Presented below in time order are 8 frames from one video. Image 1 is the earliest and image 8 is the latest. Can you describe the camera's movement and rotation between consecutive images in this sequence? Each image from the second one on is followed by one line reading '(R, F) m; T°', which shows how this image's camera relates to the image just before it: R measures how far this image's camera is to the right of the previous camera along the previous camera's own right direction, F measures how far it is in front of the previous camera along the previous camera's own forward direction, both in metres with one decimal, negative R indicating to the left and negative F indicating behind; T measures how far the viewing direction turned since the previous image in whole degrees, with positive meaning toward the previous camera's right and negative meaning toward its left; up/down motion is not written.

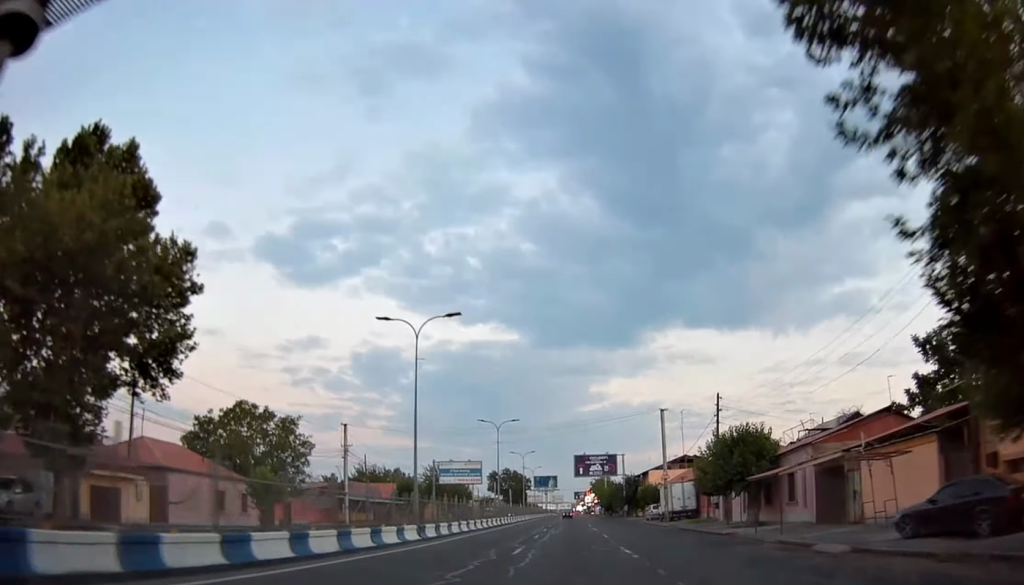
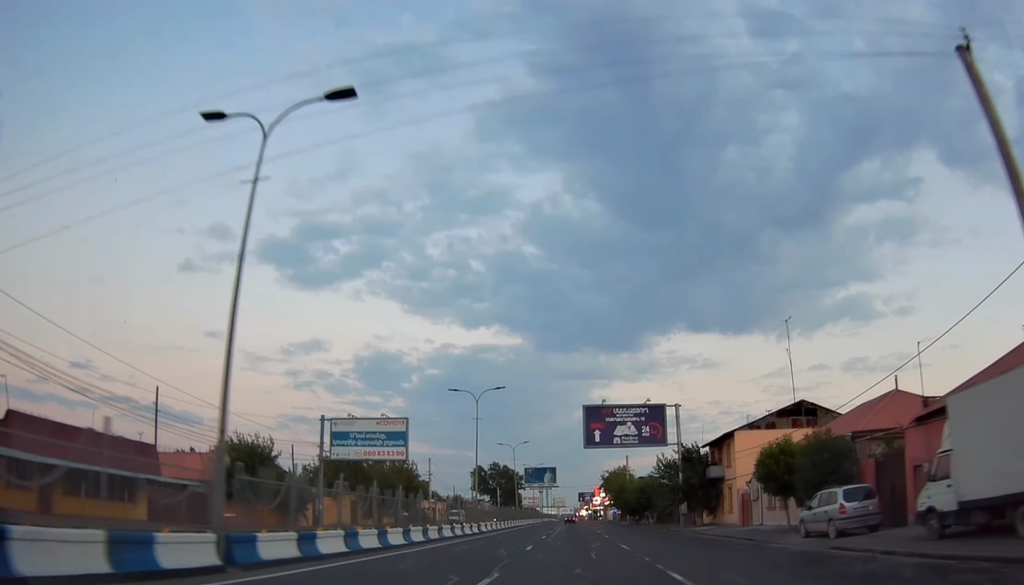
(-0.2, +47.9) m; -1°
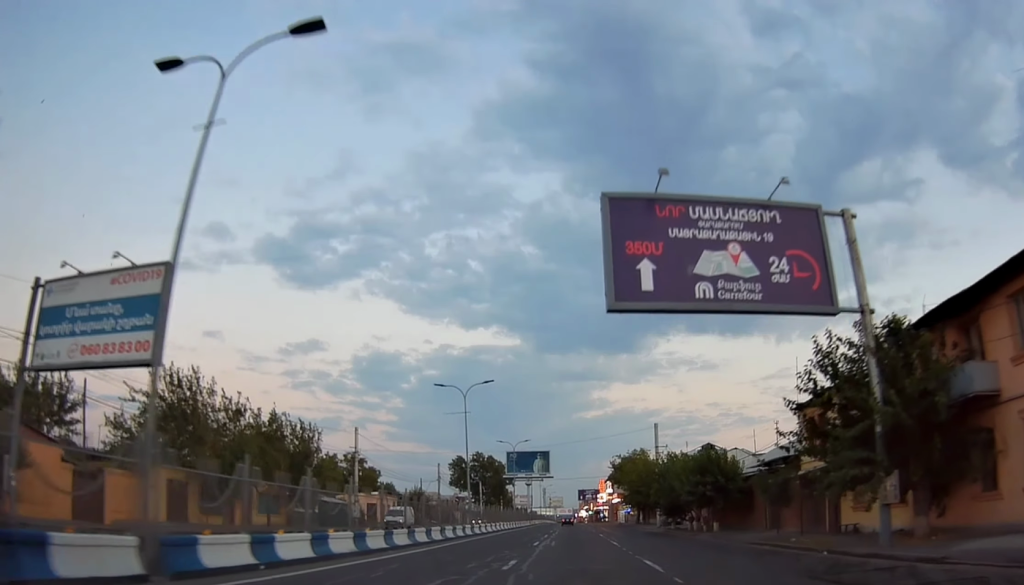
(-0.2, +33.6) m; 0°
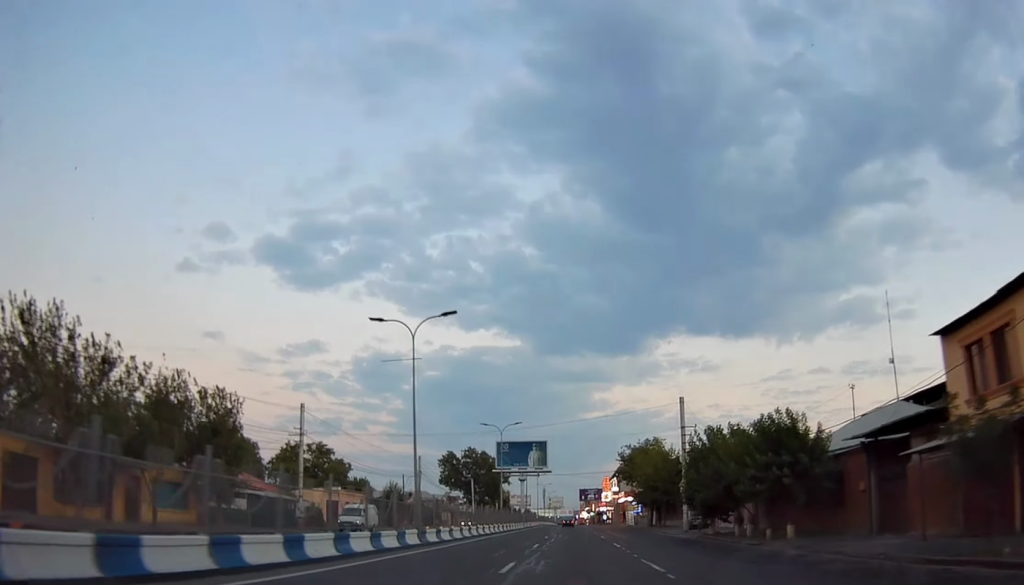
(+0.1, +14.0) m; 0°
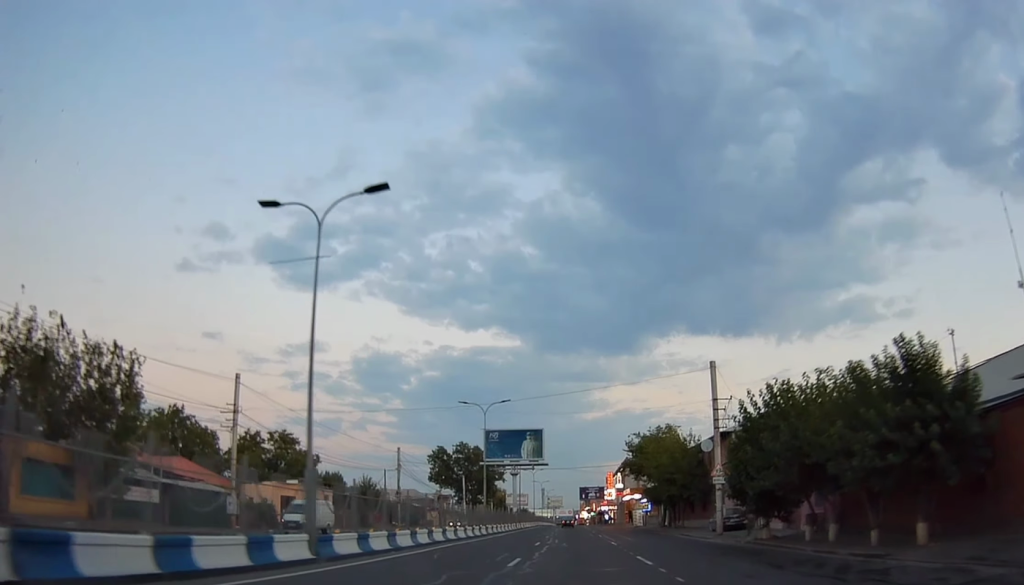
(0.0, +11.0) m; 0°
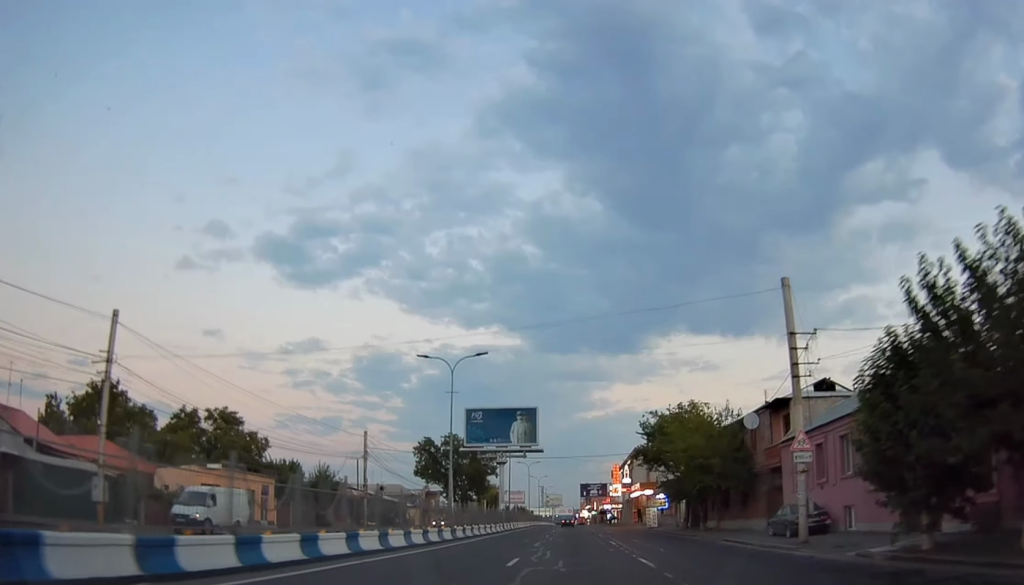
(0.0, +13.4) m; 0°
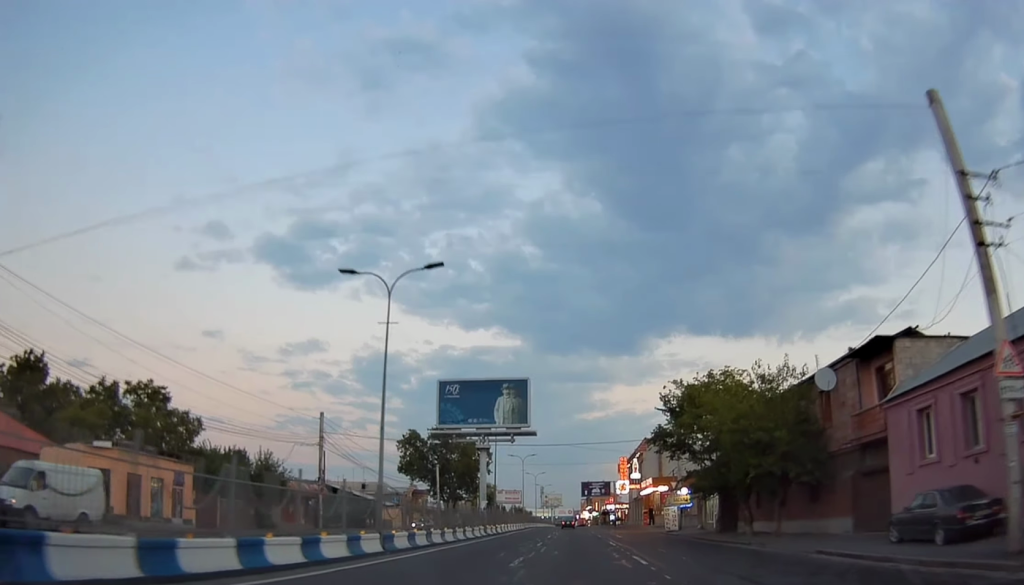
(0.0, +12.4) m; 0°
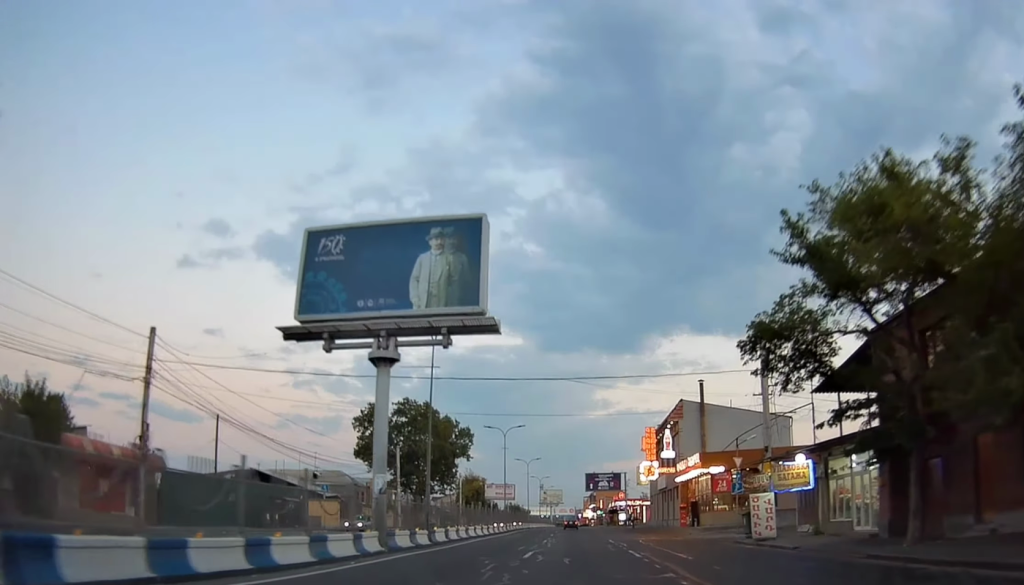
(0.0, +25.0) m; -1°
